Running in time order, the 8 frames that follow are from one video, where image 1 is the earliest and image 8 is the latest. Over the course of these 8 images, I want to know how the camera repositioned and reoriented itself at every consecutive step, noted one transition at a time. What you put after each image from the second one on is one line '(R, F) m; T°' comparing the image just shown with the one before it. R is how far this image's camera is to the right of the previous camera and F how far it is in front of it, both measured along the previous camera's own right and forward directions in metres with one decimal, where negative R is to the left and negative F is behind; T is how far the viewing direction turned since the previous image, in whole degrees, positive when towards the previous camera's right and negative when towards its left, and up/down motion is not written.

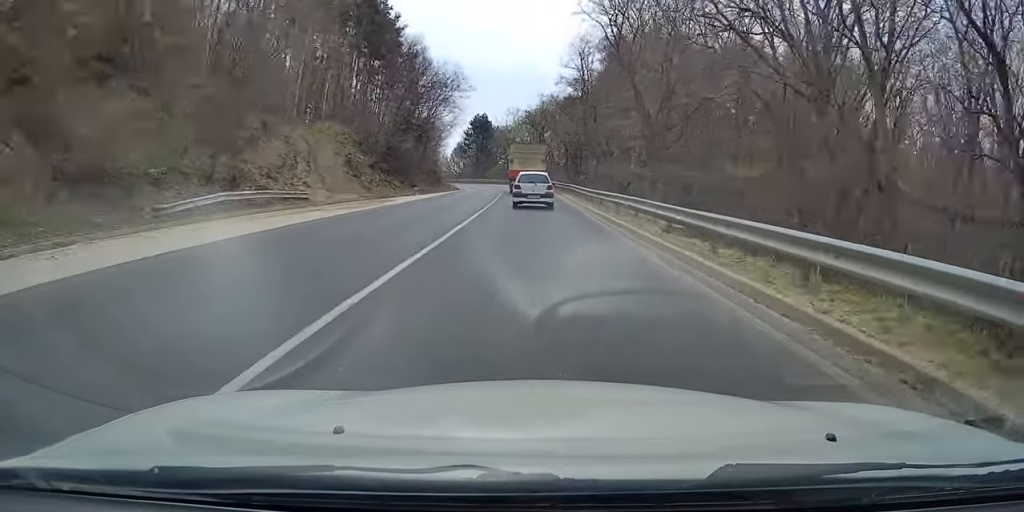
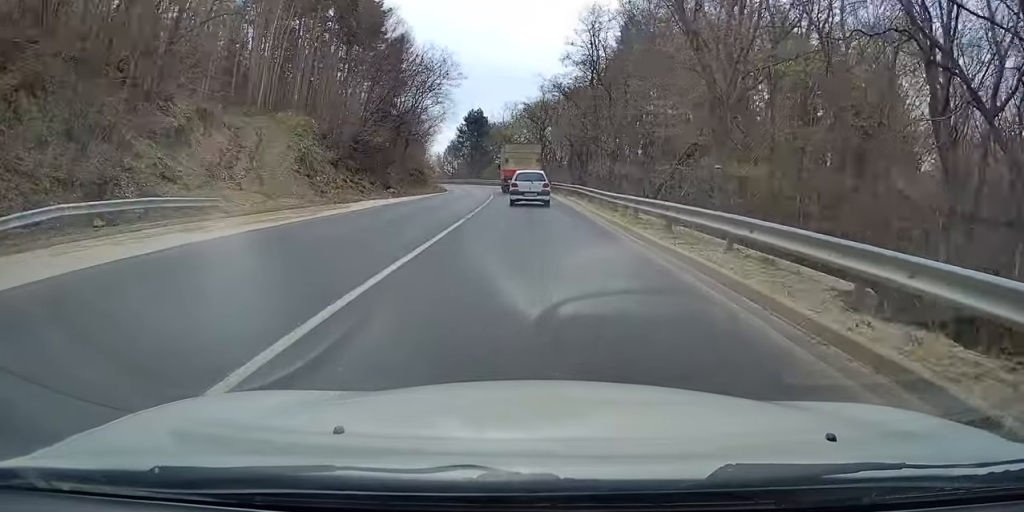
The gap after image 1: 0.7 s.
(+0.1, +9.1) m; +2°
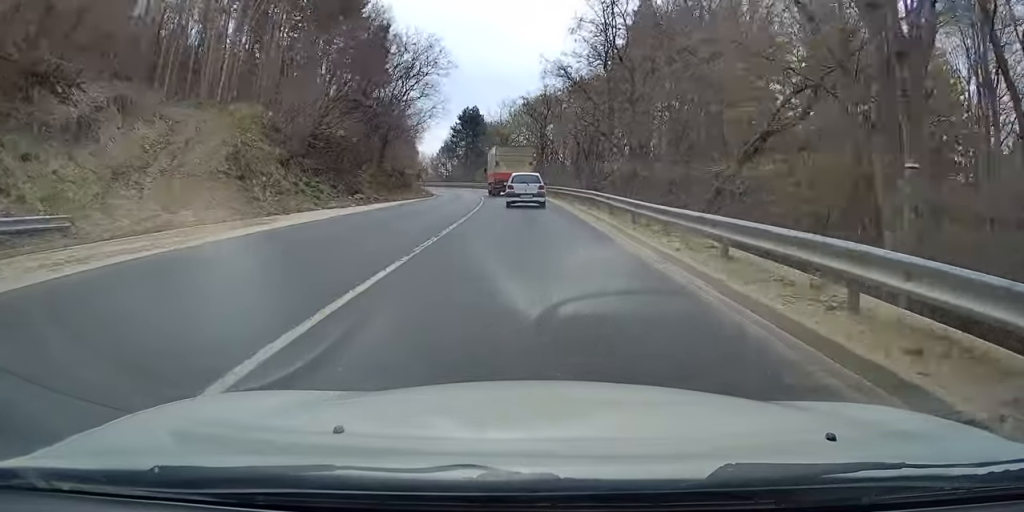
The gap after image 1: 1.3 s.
(+0.1, +8.3) m; +1°
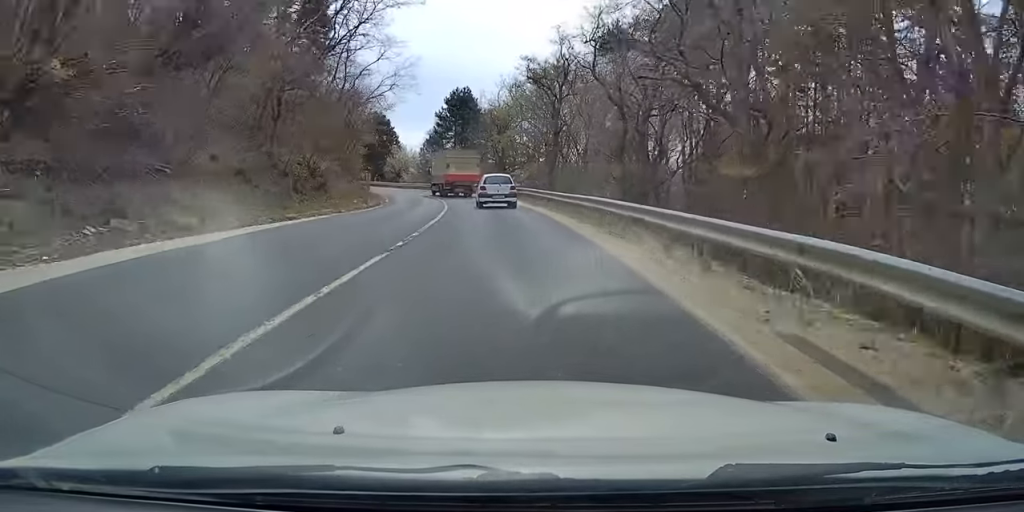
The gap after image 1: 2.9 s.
(+0.5, +22.0) m; 0°
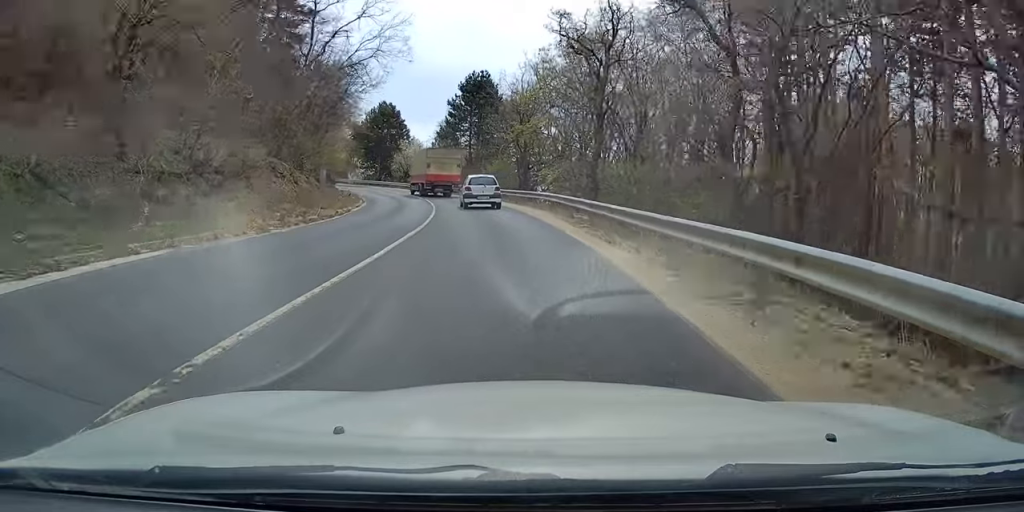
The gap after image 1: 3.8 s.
(-0.4, +12.2) m; -4°
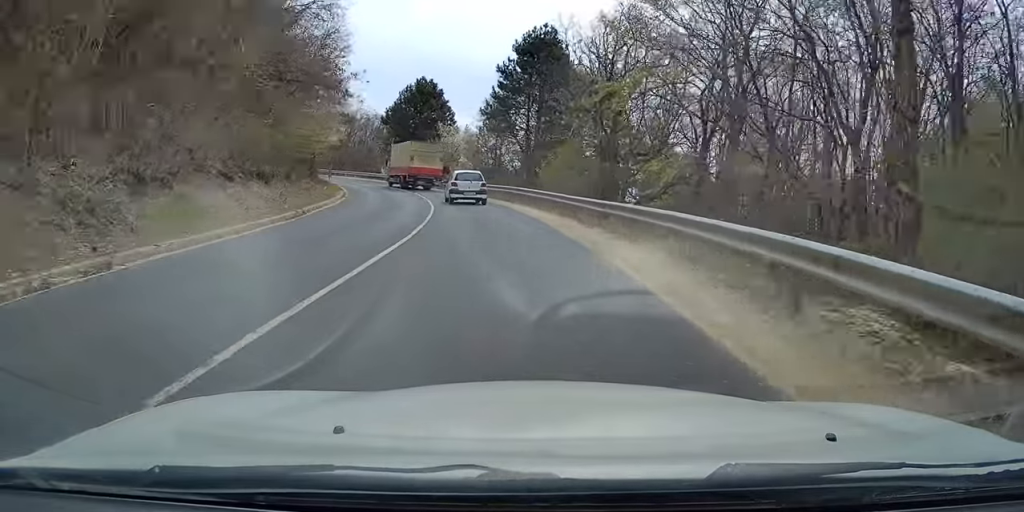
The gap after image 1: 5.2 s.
(-1.3, +19.5) m; -7°
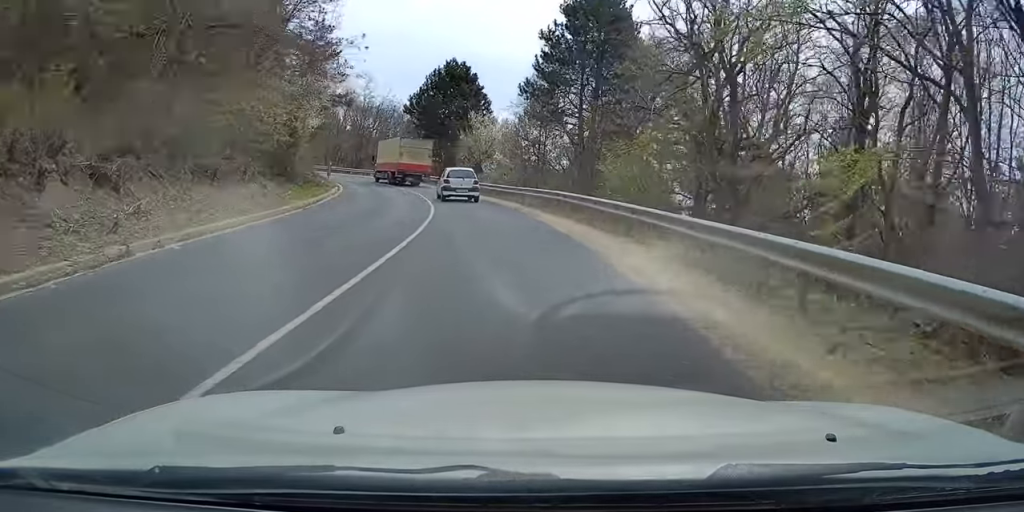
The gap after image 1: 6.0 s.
(-0.4, +11.5) m; -4°
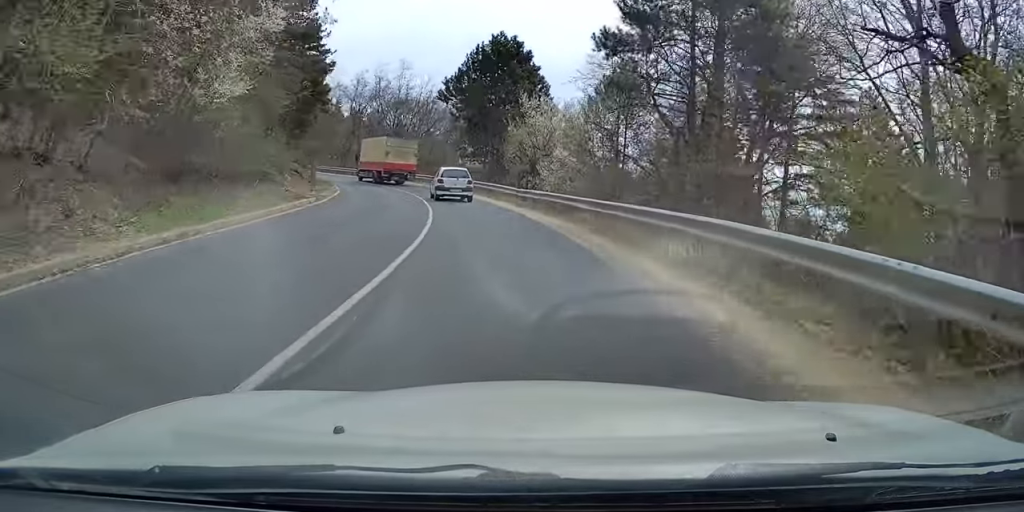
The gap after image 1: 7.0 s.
(-0.6, +13.8) m; -5°
